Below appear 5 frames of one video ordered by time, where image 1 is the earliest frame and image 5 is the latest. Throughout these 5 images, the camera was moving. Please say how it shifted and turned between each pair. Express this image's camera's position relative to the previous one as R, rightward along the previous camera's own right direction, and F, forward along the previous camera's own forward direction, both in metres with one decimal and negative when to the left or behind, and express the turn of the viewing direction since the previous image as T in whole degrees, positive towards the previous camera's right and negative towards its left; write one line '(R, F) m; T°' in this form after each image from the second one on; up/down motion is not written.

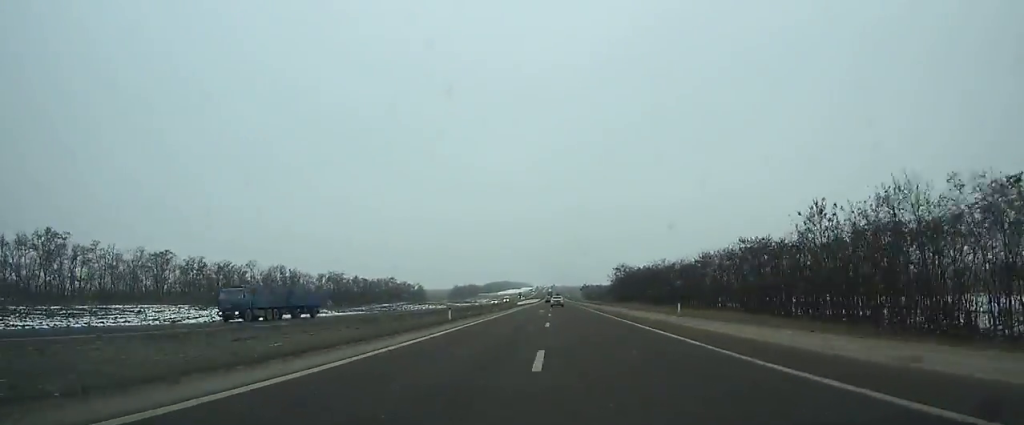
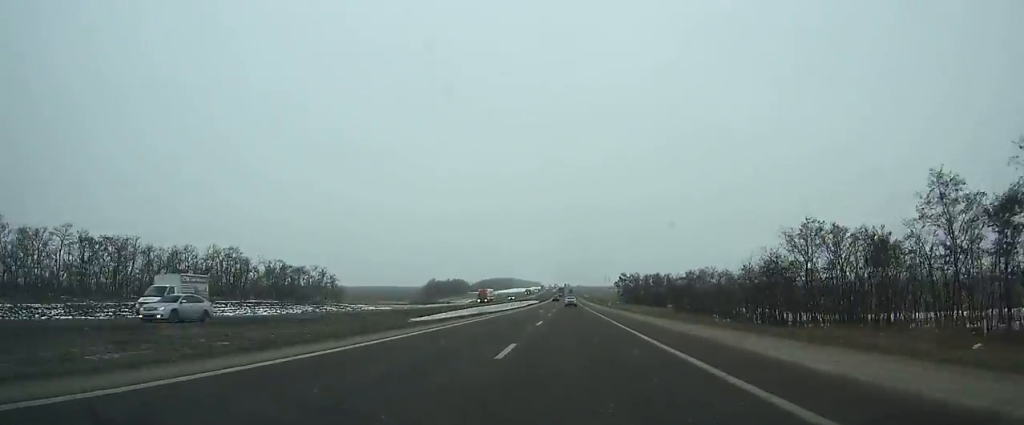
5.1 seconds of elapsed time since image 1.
(-1.4, +144.9) m; -1°
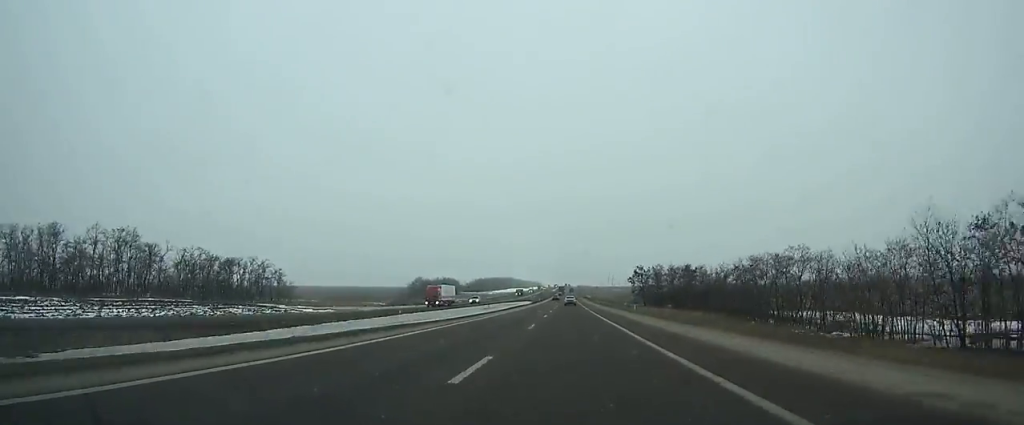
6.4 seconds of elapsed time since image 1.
(-0.1, +38.3) m; 0°
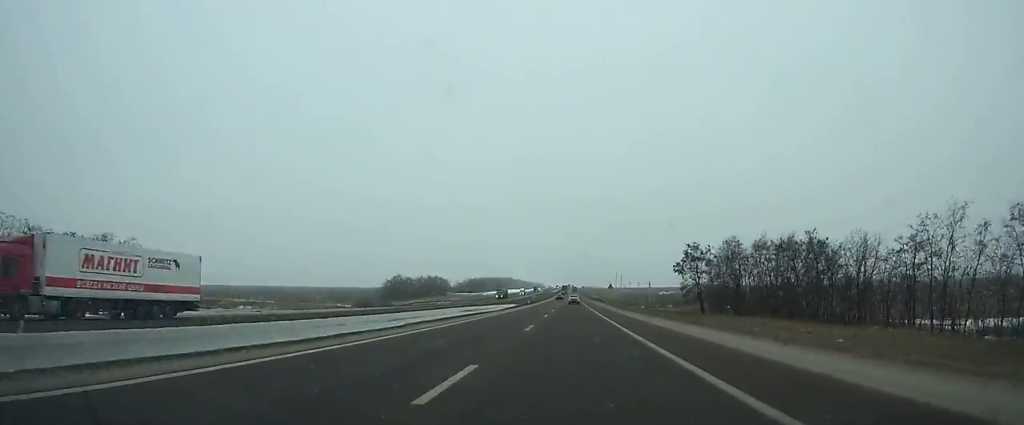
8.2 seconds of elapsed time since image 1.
(-0.1, +53.3) m; 0°
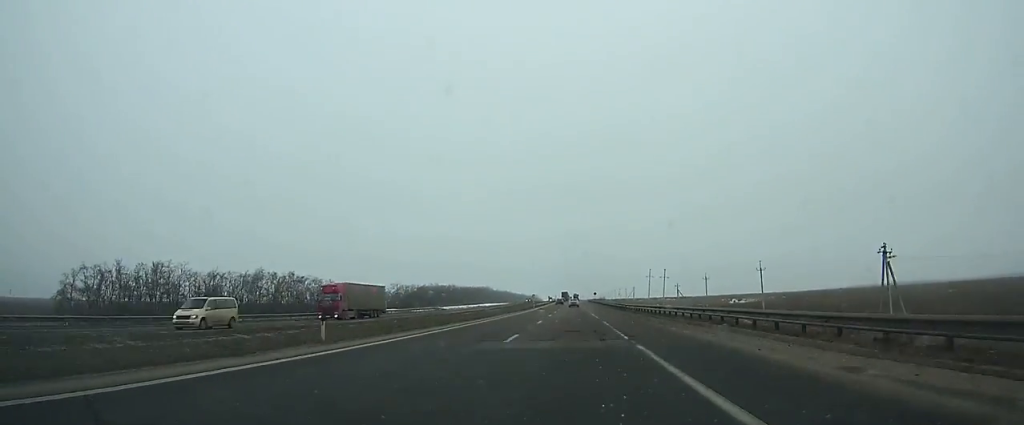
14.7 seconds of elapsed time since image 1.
(+0.1, +191.4) m; 0°
